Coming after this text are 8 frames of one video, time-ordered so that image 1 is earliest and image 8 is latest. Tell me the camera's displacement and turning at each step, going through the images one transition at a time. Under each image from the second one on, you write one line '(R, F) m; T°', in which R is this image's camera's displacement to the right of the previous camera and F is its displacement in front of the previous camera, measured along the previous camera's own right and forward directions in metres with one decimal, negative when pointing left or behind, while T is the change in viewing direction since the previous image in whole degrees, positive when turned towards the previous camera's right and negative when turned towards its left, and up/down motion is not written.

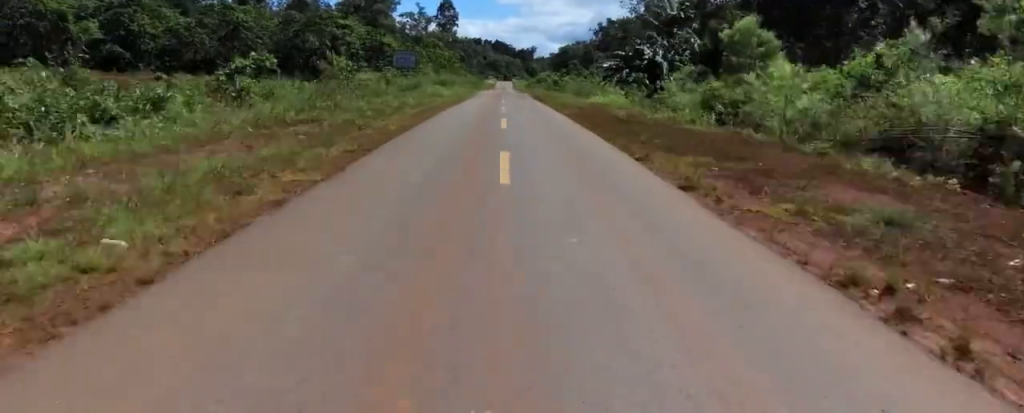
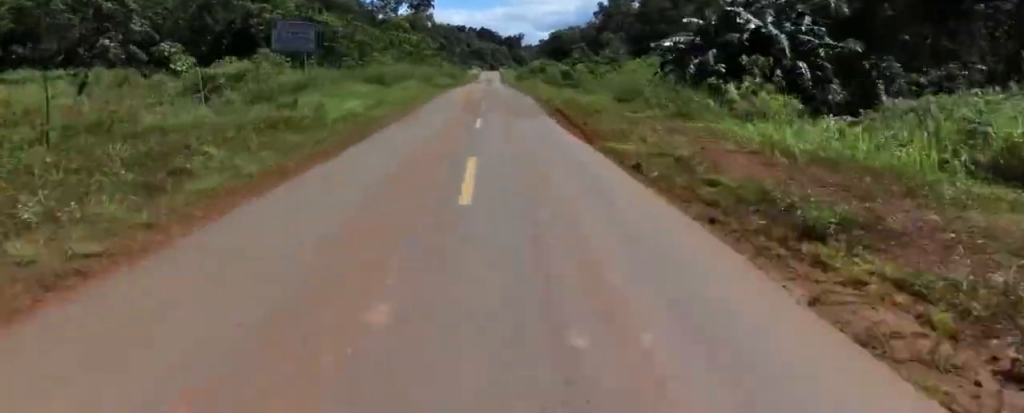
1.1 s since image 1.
(-0.5, +26.1) m; -1°
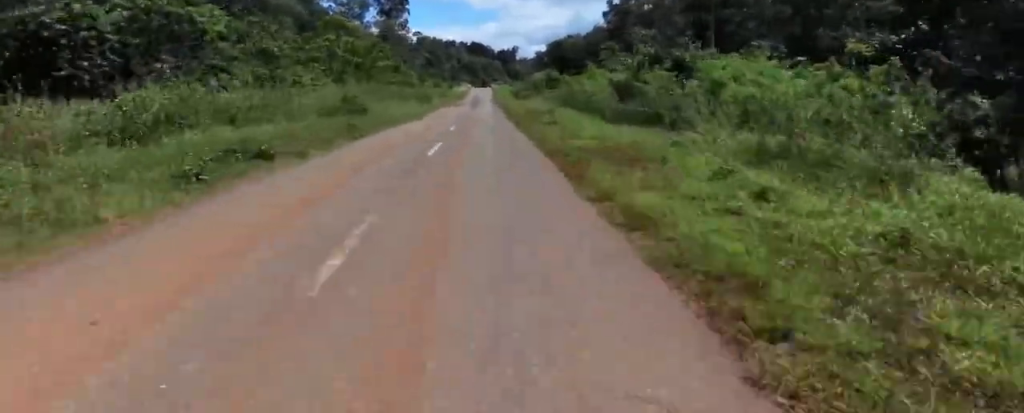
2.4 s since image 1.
(+0.5, +26.8) m; +1°
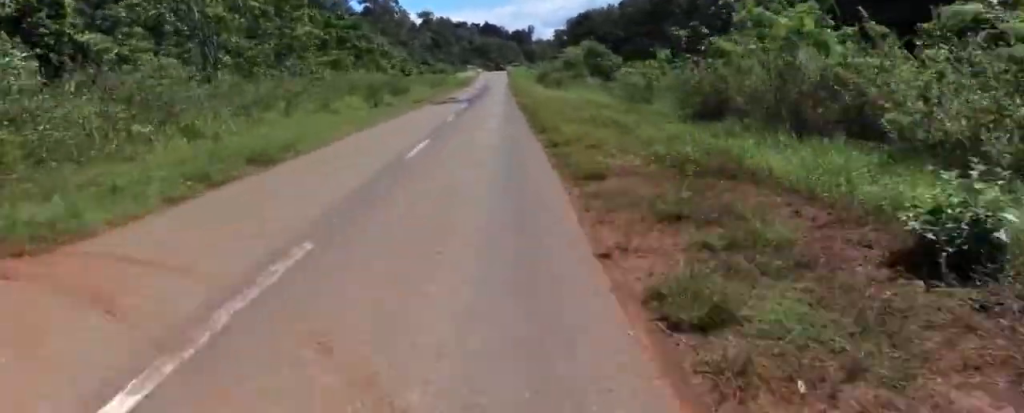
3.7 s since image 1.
(-0.5, +25.6) m; 0°
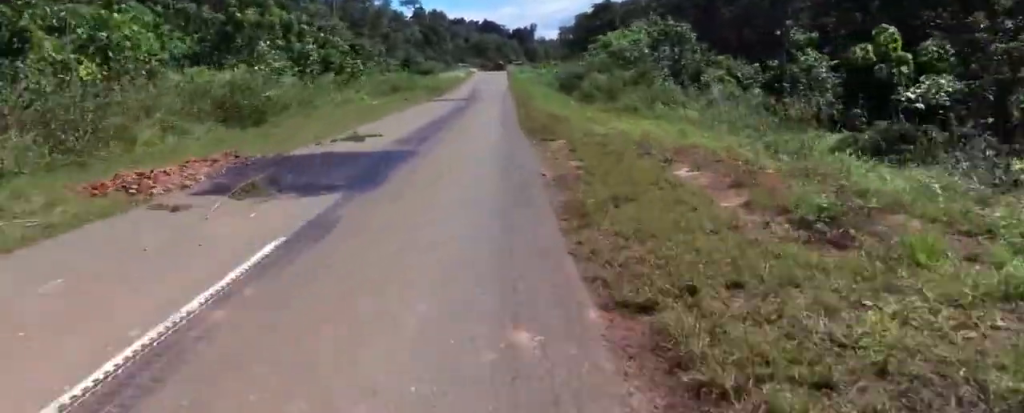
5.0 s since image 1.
(+0.4, +23.1) m; -1°
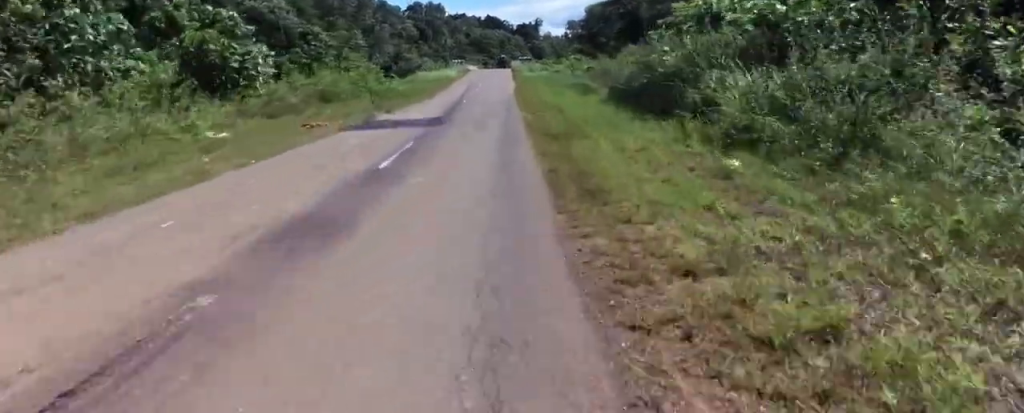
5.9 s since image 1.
(-0.6, +16.5) m; -3°
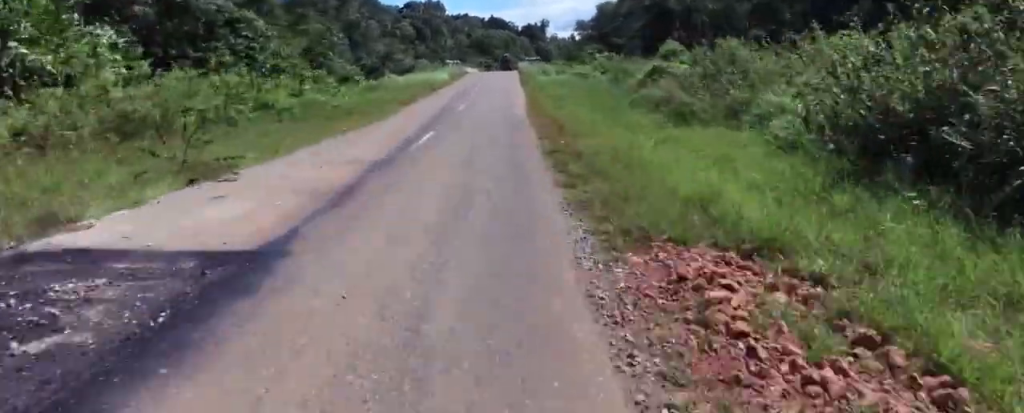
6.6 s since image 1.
(-0.4, +13.3) m; 0°
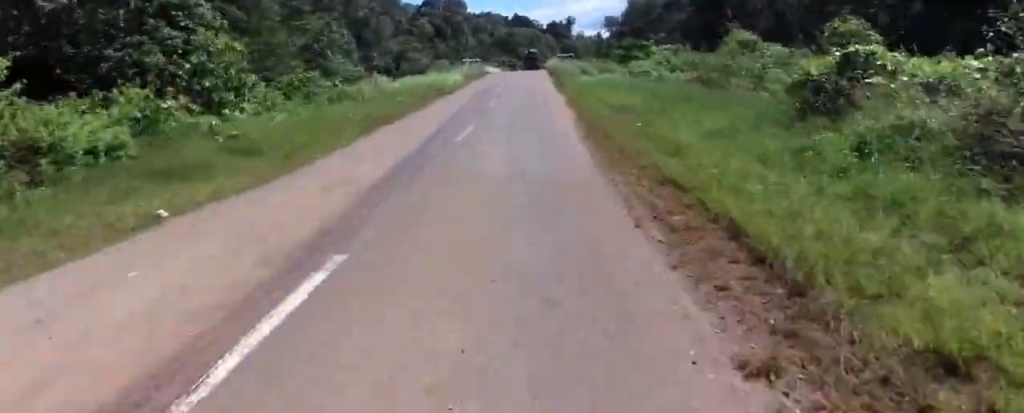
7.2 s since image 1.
(+0.2, +9.7) m; +1°
